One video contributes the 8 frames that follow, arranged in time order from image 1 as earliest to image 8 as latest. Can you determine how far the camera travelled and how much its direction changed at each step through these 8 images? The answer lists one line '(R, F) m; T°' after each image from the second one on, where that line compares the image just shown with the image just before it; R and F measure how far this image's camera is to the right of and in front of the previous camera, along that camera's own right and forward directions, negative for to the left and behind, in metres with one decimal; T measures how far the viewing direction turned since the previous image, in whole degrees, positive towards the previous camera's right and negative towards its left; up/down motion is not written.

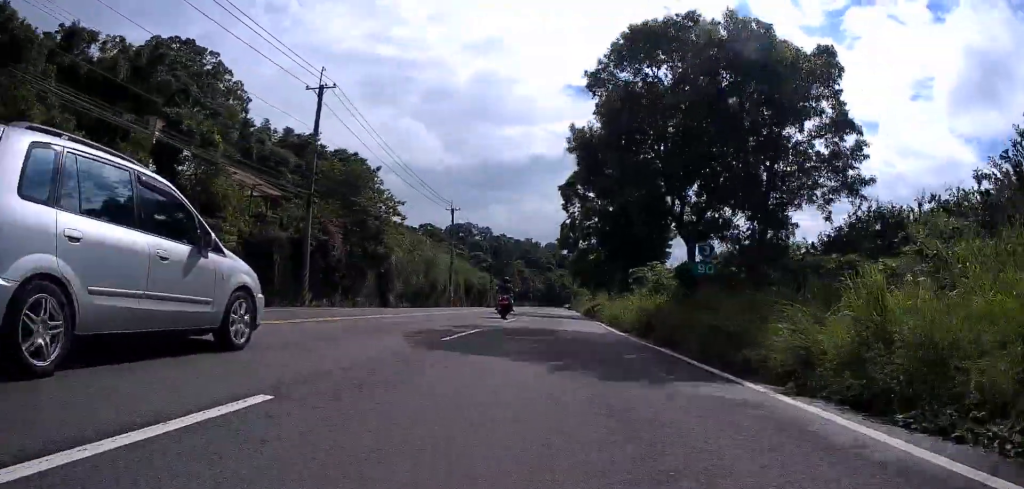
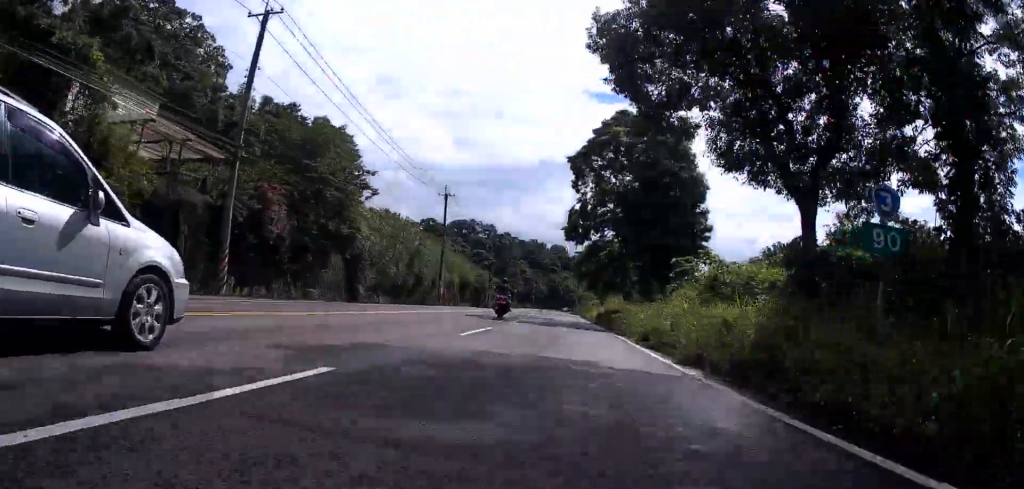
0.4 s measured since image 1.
(0.0, +8.7) m; 0°
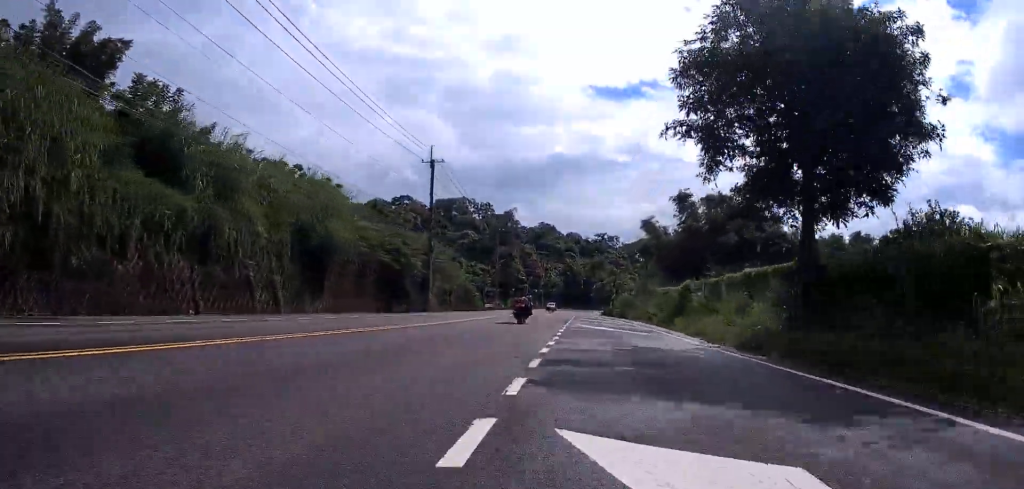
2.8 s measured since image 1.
(+1.3, +54.8) m; +2°
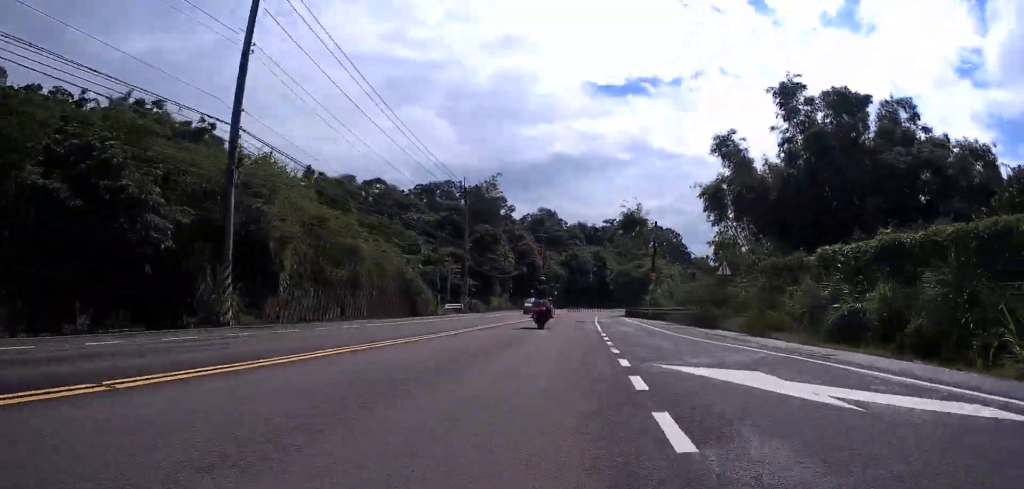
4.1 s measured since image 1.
(-1.5, +29.2) m; -2°
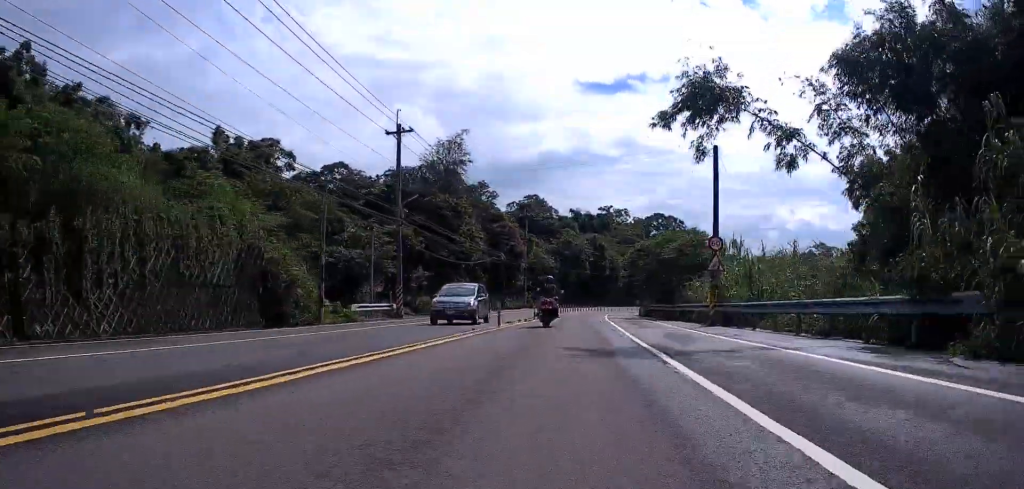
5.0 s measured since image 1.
(+1.0, +20.6) m; +3°
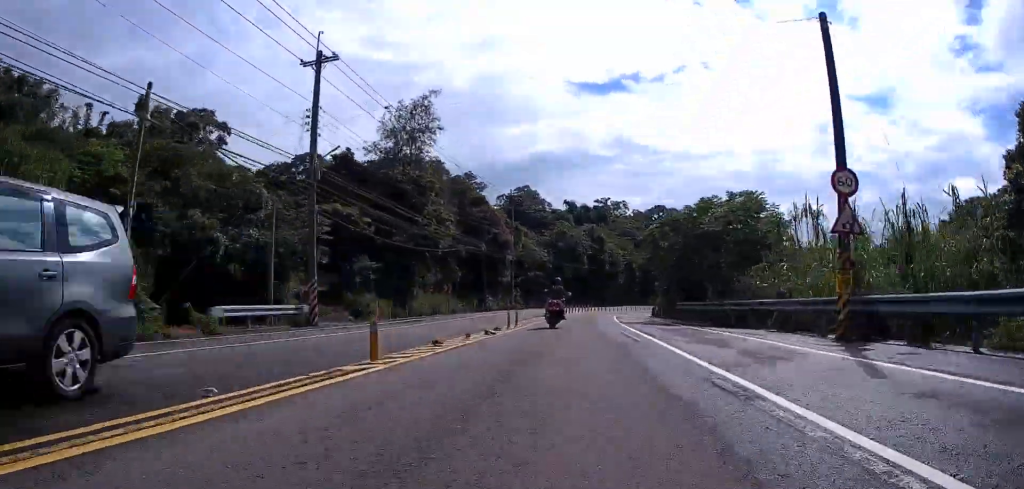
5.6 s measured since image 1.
(+0.1, +12.1) m; 0°
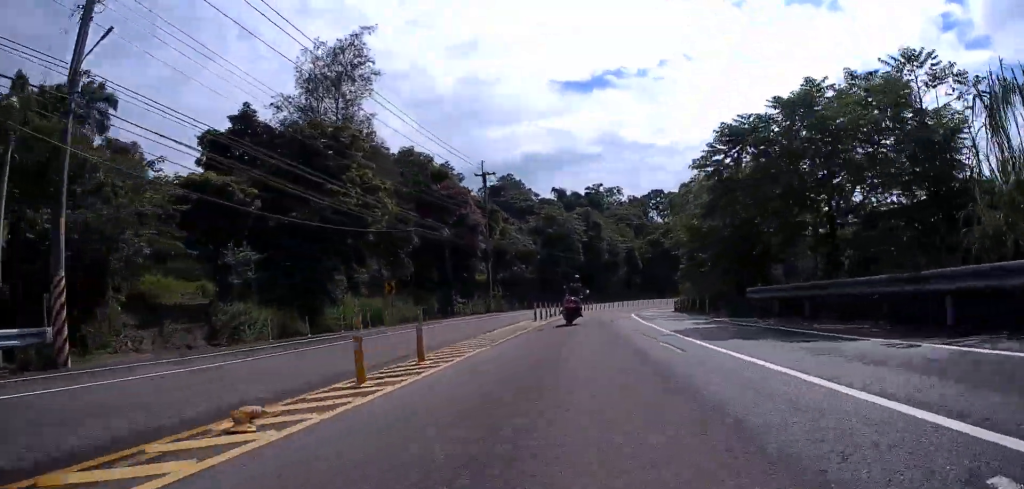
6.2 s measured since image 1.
(-0.1, +13.6) m; 0°
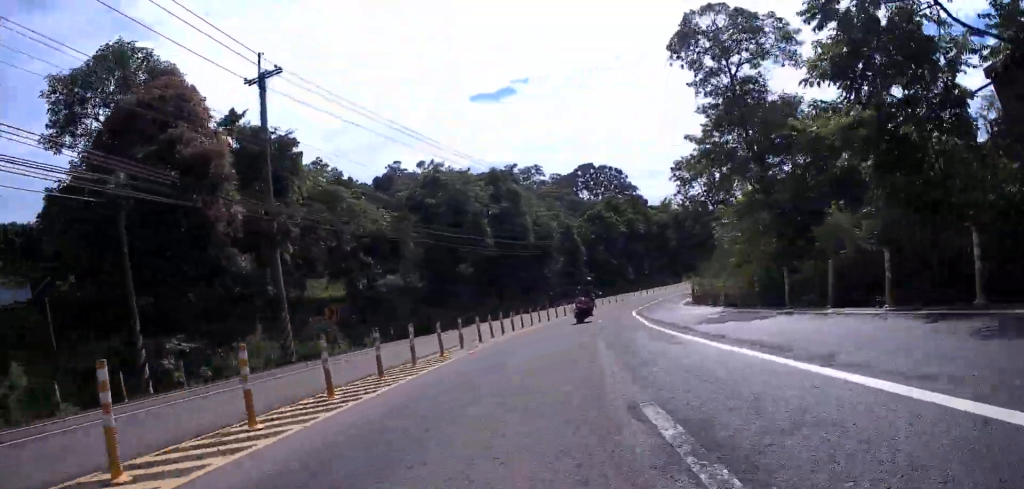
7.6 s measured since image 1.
(+1.2, +27.3) m; +8°
